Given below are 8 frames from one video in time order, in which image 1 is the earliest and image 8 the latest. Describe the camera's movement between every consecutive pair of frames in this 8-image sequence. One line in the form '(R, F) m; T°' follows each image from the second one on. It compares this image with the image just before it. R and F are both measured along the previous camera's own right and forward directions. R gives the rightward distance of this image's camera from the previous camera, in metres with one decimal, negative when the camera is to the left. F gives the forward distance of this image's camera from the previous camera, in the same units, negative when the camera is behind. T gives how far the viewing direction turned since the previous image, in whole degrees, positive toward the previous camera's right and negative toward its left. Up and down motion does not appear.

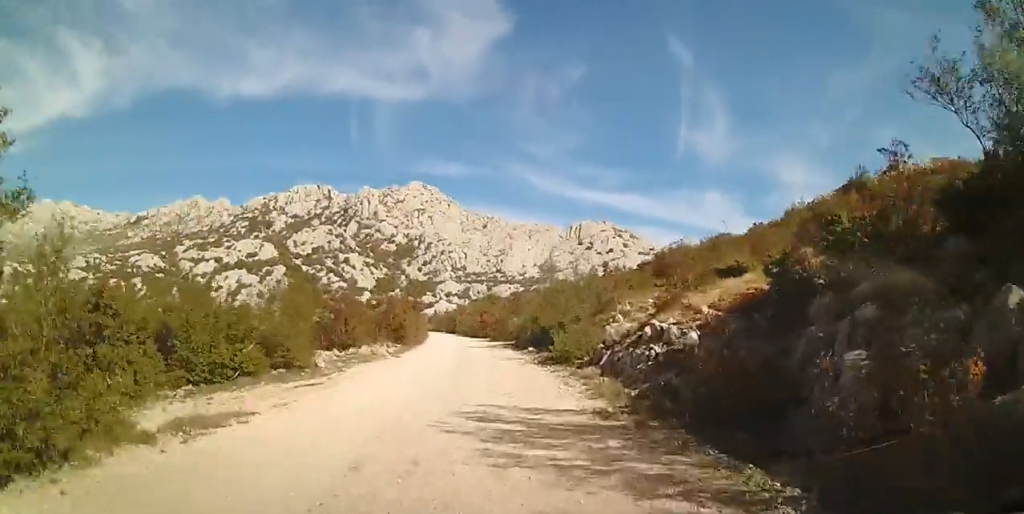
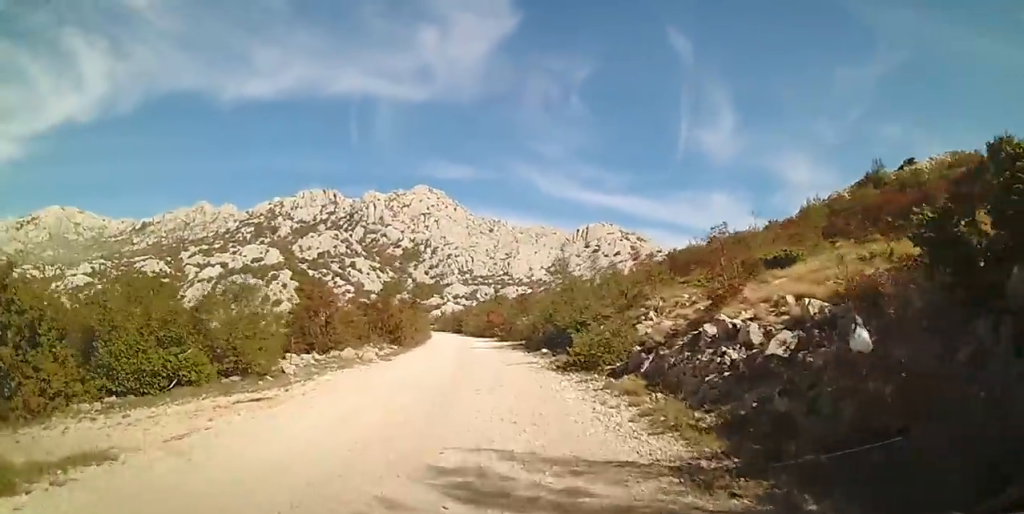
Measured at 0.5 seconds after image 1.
(0.0, +3.9) m; 0°
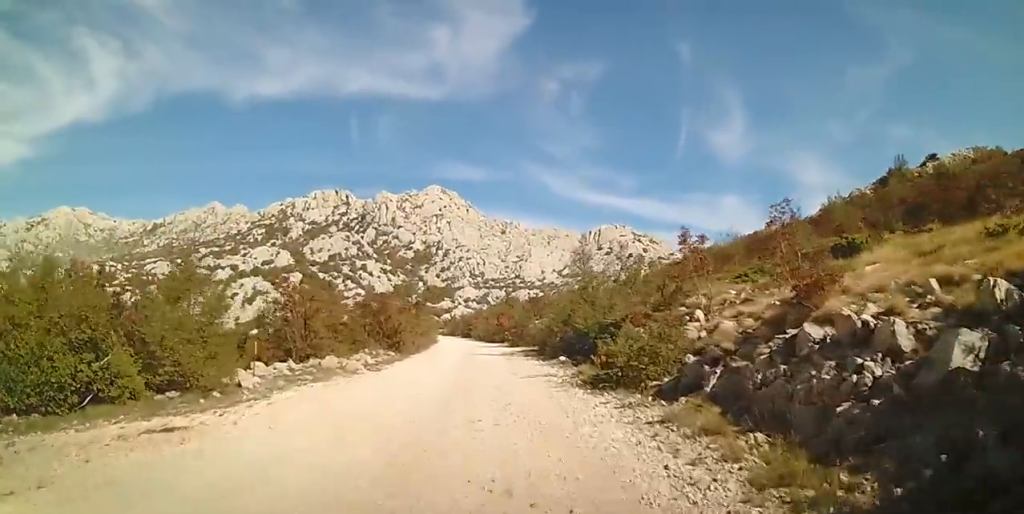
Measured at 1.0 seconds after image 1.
(0.0, +3.4) m; -1°
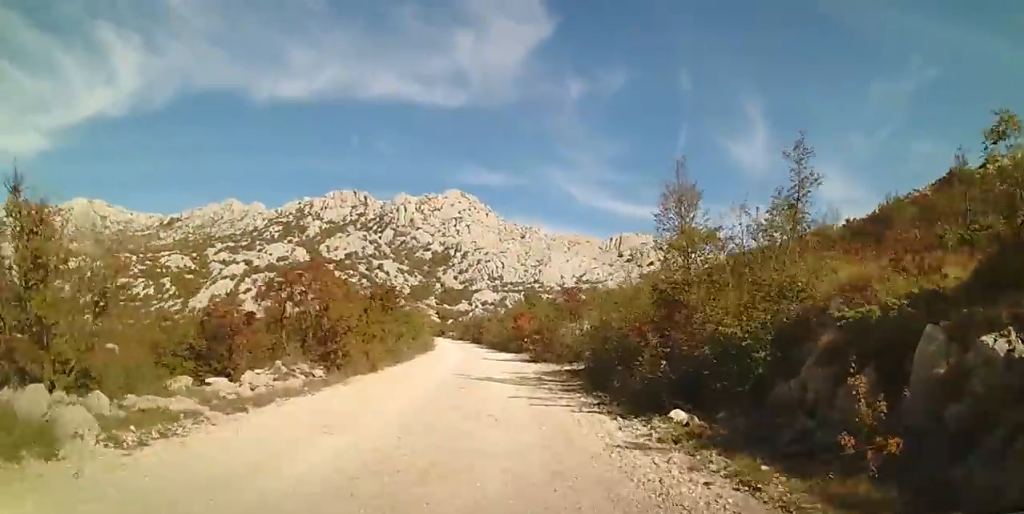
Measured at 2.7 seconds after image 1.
(-0.6, +12.5) m; -4°
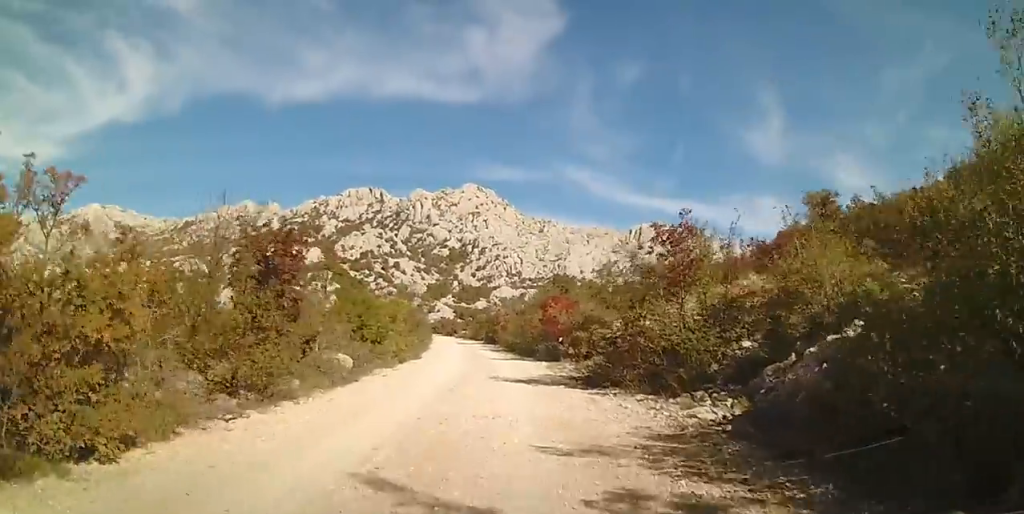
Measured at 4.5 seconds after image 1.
(+0.3, +13.1) m; +1°
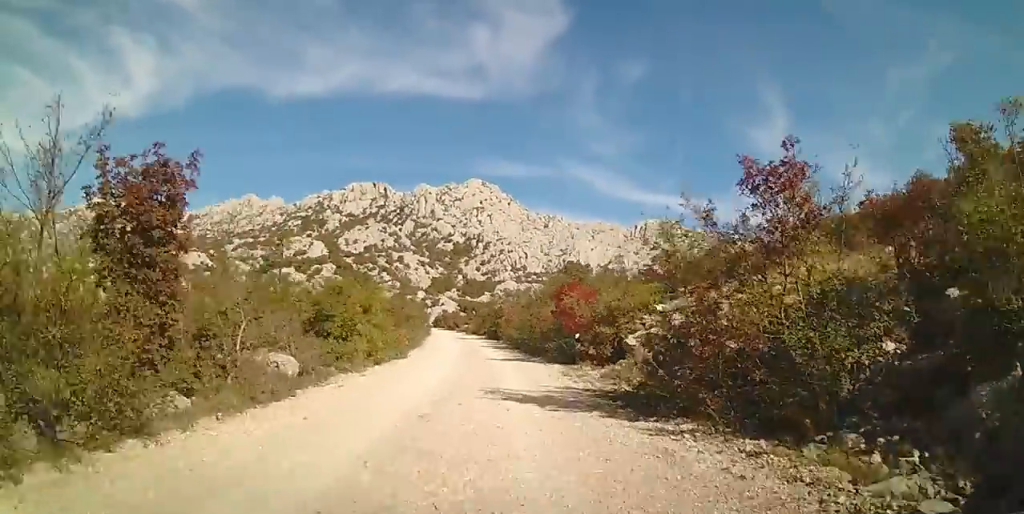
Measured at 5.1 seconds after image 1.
(-0.1, +4.4) m; -1°
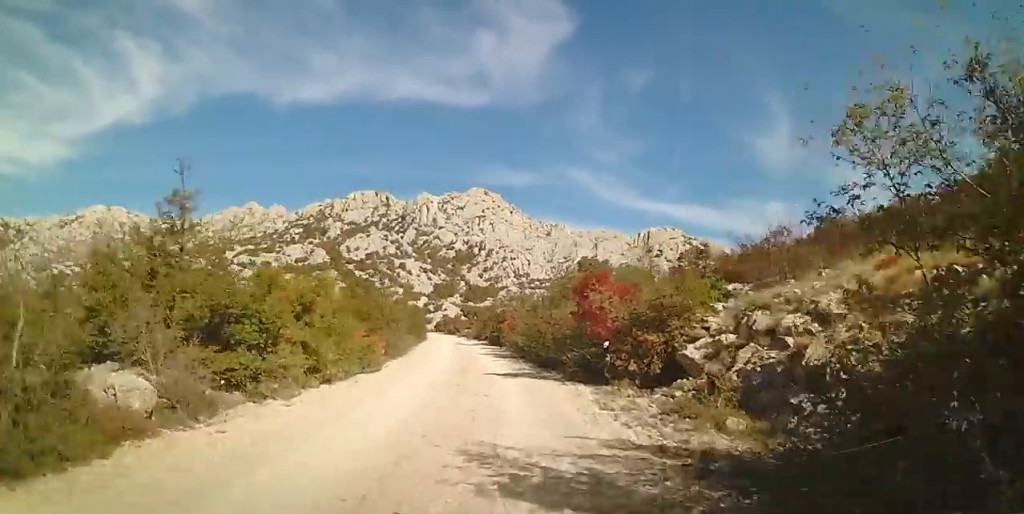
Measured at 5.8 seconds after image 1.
(-0.1, +5.1) m; -1°
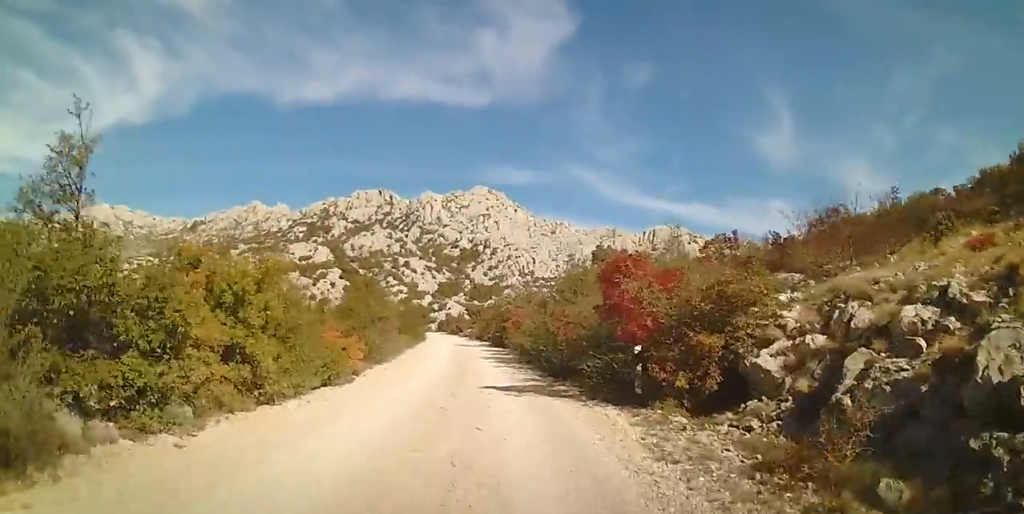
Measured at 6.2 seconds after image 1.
(0.0, +3.2) m; 0°
